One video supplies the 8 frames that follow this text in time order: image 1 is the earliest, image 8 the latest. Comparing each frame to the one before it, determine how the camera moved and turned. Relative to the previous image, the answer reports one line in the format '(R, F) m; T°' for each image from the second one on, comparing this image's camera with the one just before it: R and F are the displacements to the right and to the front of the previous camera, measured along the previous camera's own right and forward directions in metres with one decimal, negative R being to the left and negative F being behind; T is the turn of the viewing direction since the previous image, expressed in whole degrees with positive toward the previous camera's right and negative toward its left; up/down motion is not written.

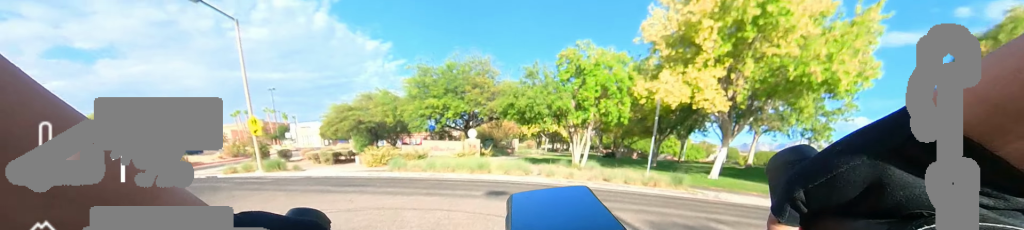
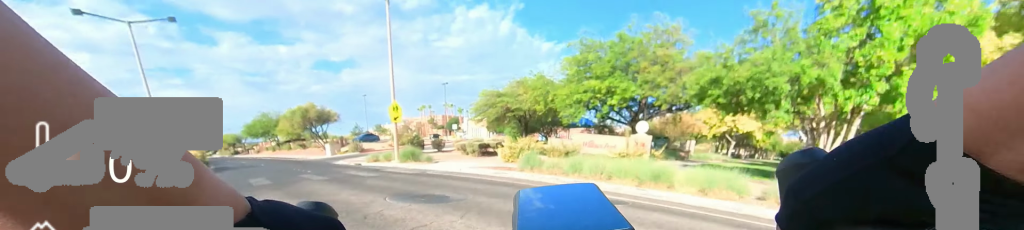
(-1.9, +7.0) m; -27°
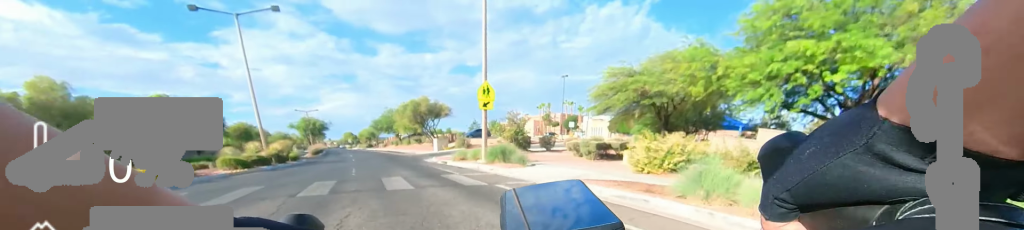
(-1.4, +7.0) m; -19°
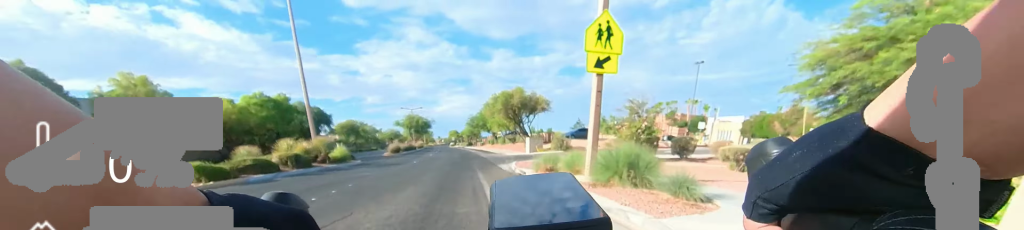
(-0.8, +8.4) m; -7°
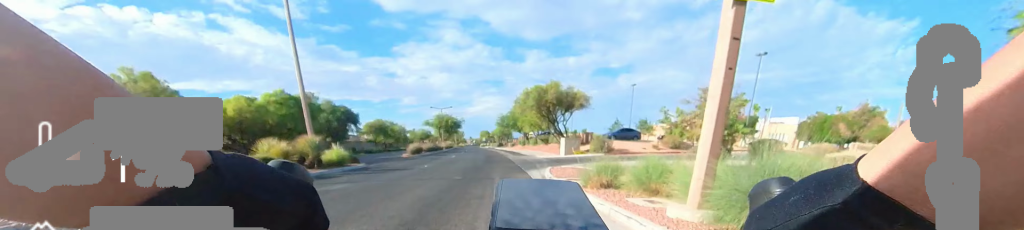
(0.0, +4.2) m; 0°
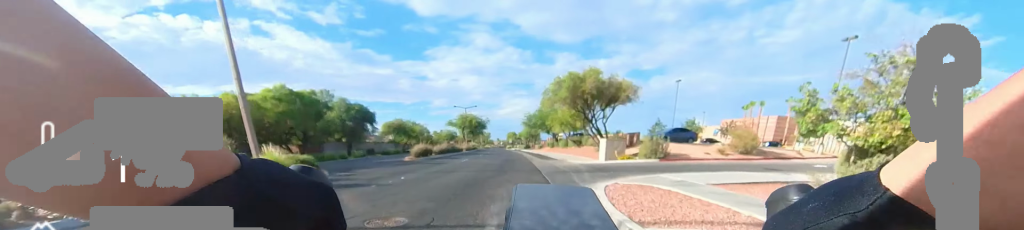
(0.0, +6.3) m; 0°
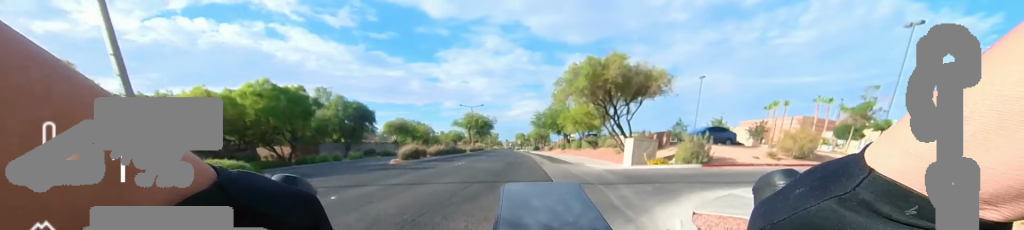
(0.0, +4.2) m; 0°
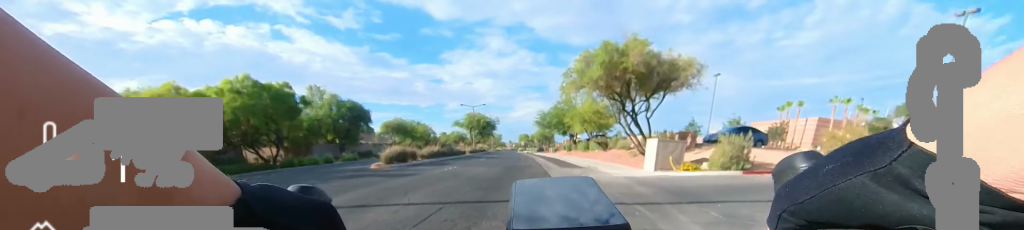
(0.0, +3.0) m; 0°
